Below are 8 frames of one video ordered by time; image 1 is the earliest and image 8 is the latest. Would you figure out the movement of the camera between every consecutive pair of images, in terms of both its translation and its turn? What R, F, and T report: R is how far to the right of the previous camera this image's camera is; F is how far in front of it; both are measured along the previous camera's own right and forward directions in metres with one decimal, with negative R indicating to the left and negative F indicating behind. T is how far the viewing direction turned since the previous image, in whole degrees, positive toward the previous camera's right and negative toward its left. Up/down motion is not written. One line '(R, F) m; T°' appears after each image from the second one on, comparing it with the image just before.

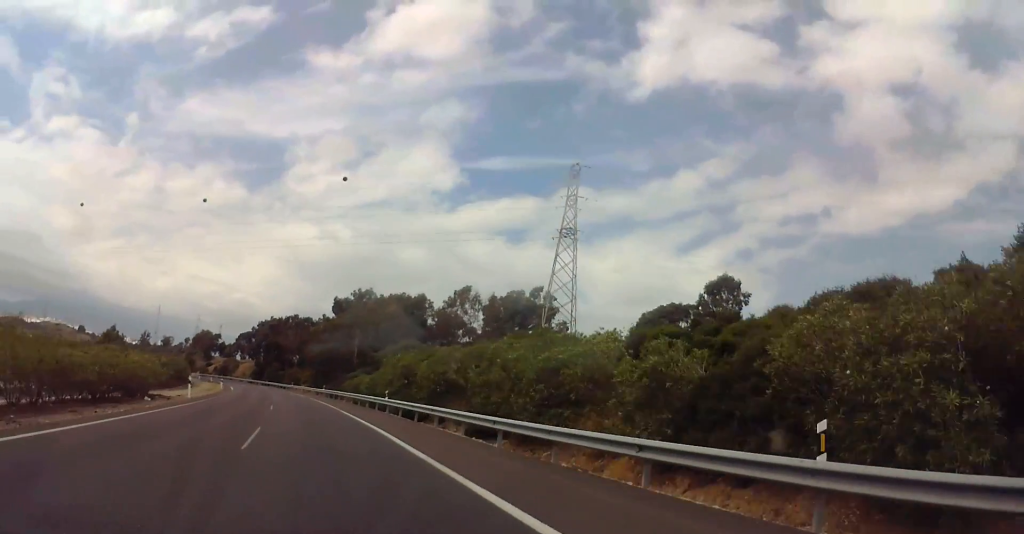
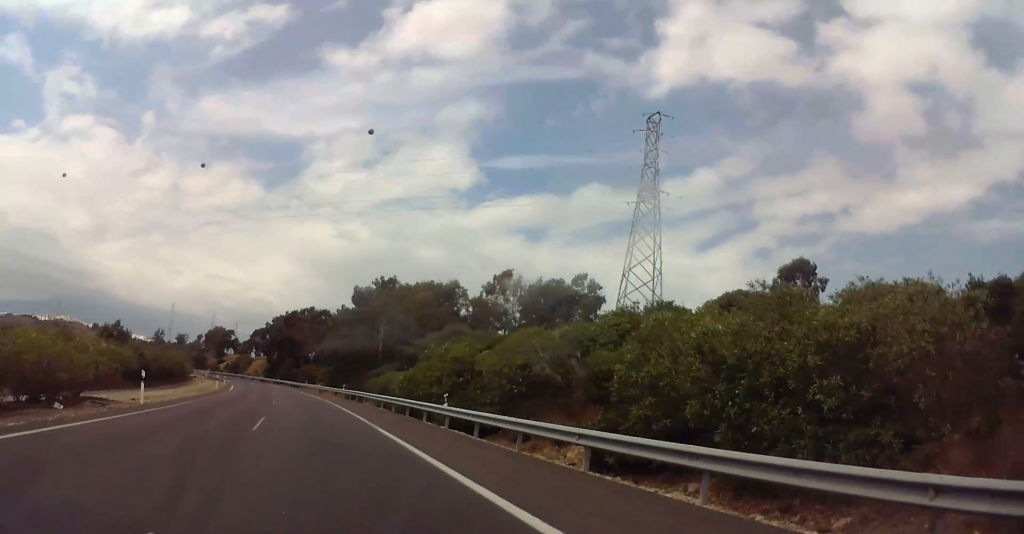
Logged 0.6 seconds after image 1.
(-0.2, +12.8) m; 0°
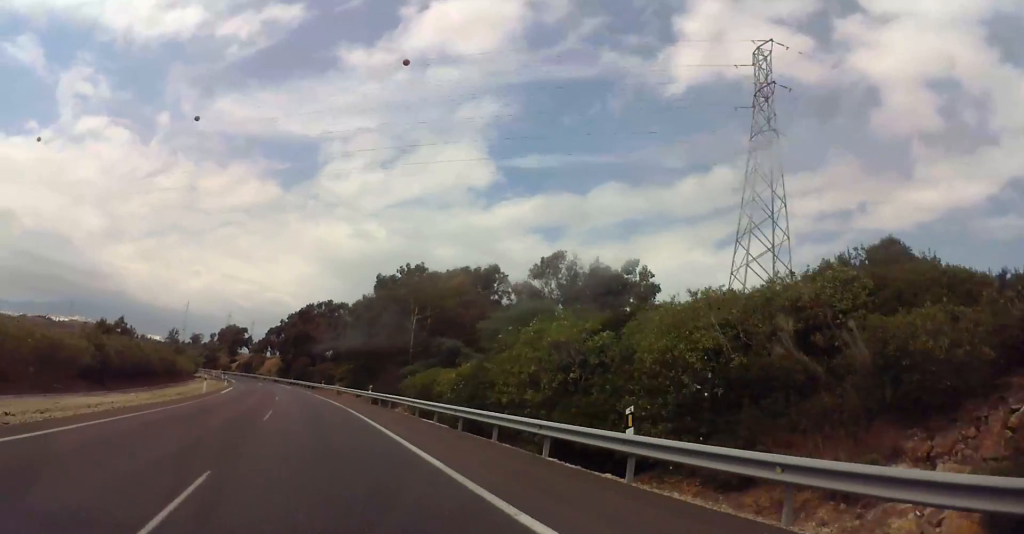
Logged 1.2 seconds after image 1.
(-0.1, +13.7) m; 0°
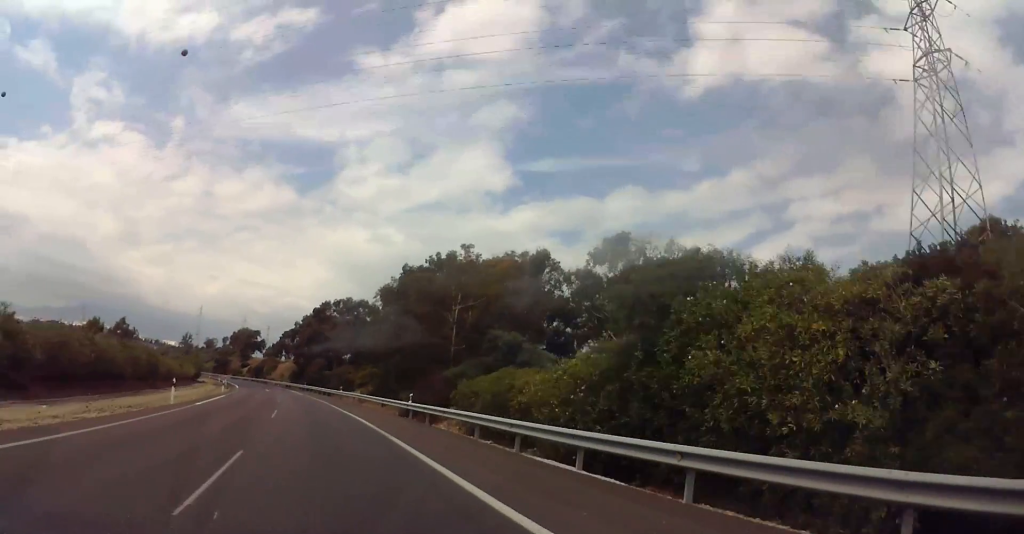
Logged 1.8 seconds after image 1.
(+0.3, +14.6) m; -1°
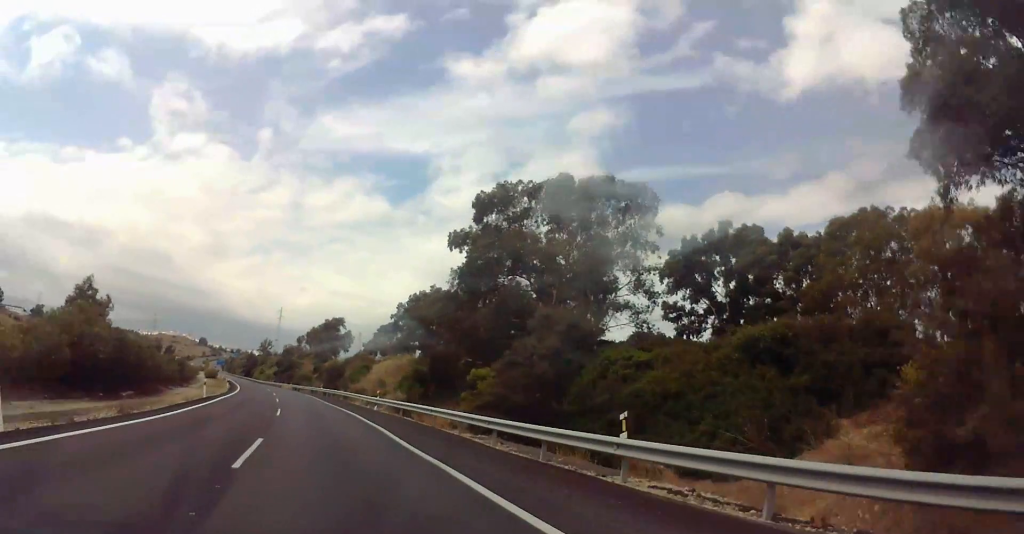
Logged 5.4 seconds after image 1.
(-10.7, +82.7) m; -11°
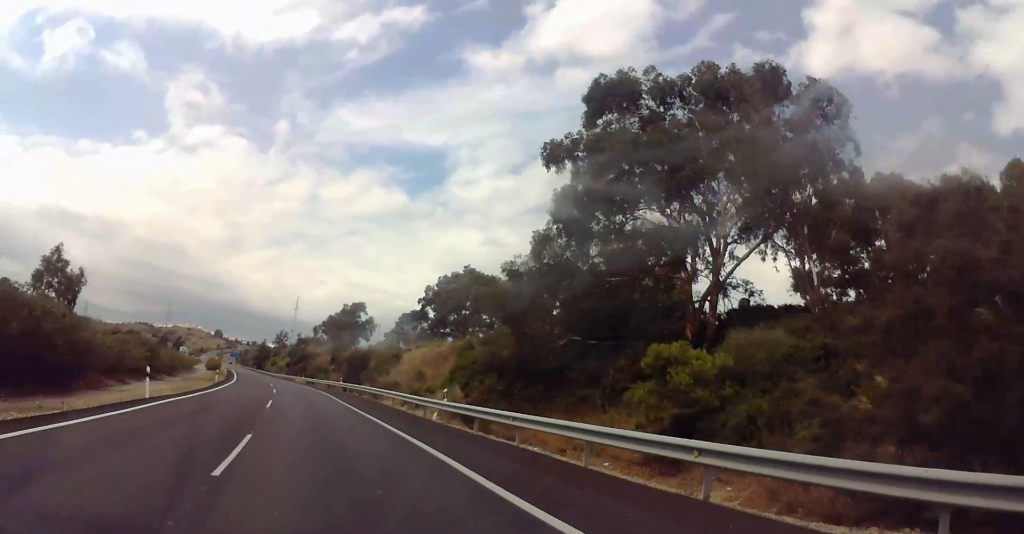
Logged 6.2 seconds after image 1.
(-0.2, +18.6) m; 0°
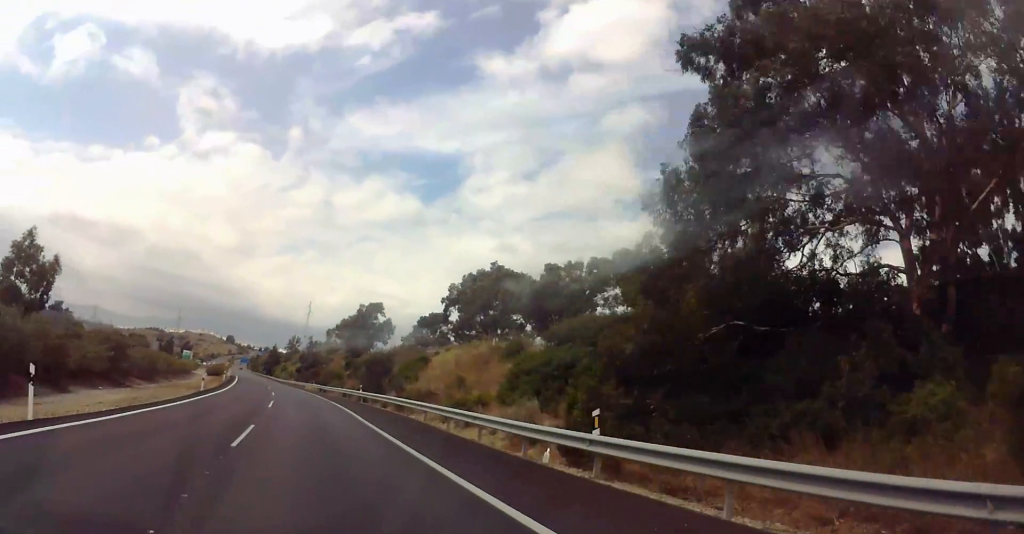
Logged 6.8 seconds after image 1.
(+0.3, +12.1) m; -1°
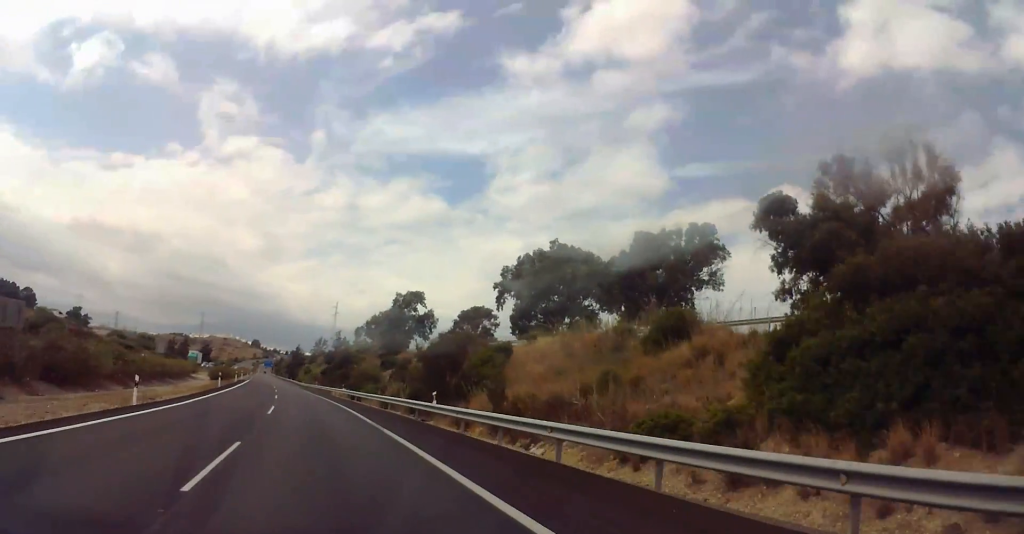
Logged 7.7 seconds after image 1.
(-0.6, +22.4) m; -5°
